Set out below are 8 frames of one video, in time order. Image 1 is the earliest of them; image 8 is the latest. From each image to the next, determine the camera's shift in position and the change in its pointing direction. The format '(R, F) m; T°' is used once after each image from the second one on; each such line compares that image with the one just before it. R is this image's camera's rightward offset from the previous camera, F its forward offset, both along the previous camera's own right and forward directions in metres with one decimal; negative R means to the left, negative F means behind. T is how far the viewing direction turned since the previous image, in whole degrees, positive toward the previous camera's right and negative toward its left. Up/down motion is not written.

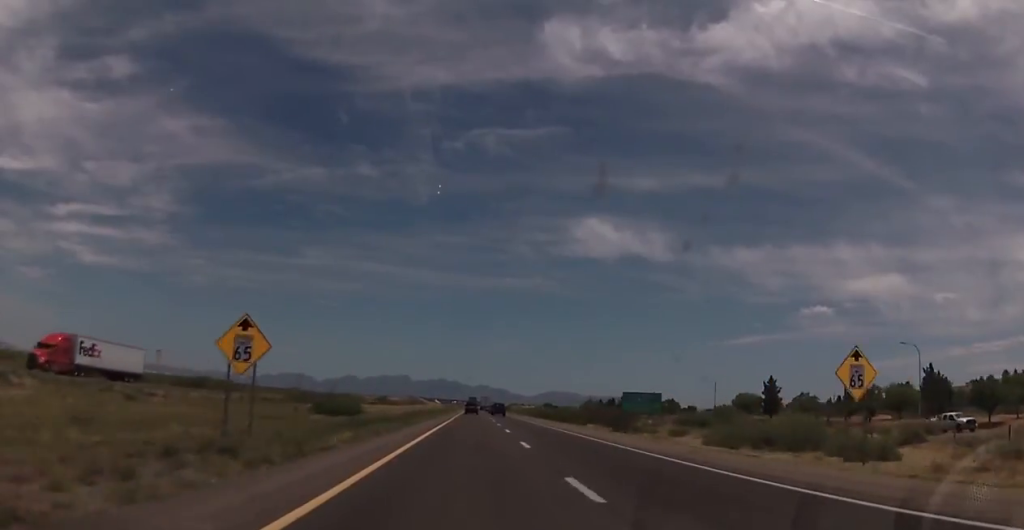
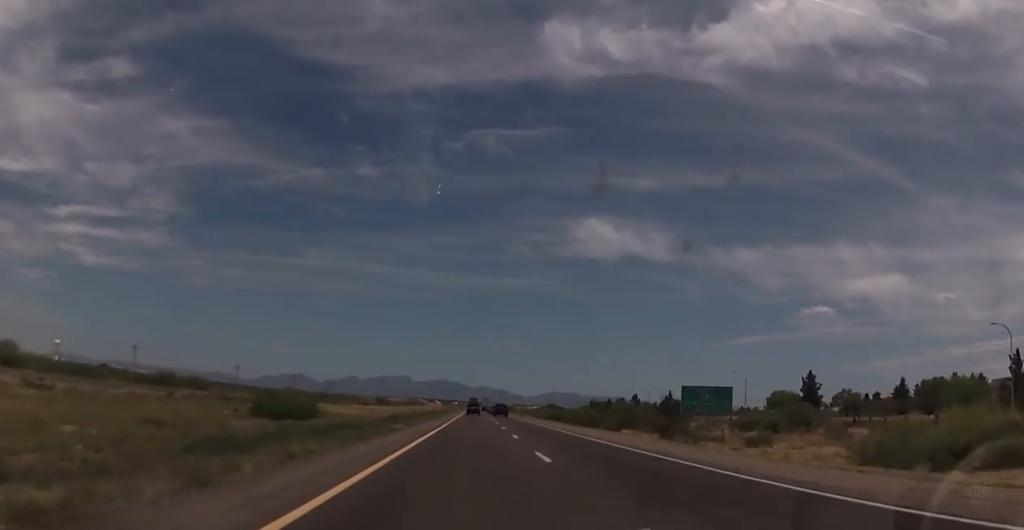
(0.0, +17.6) m; 0°
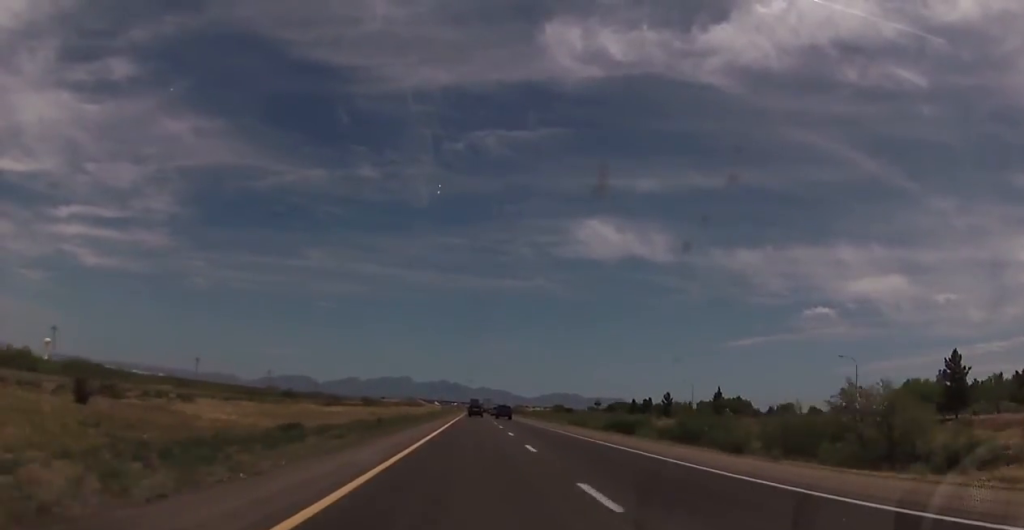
(-0.4, +44.2) m; -1°
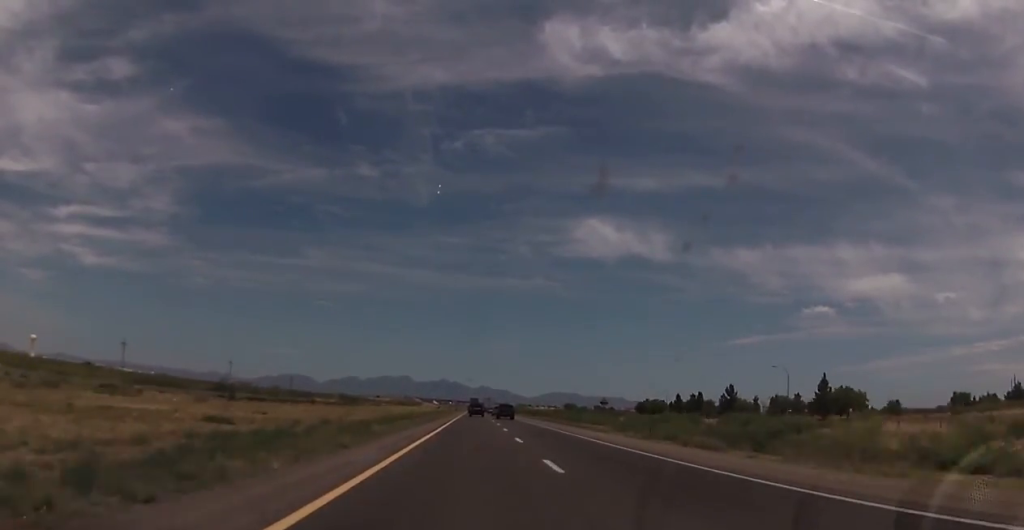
(+0.3, +55.9) m; +1°
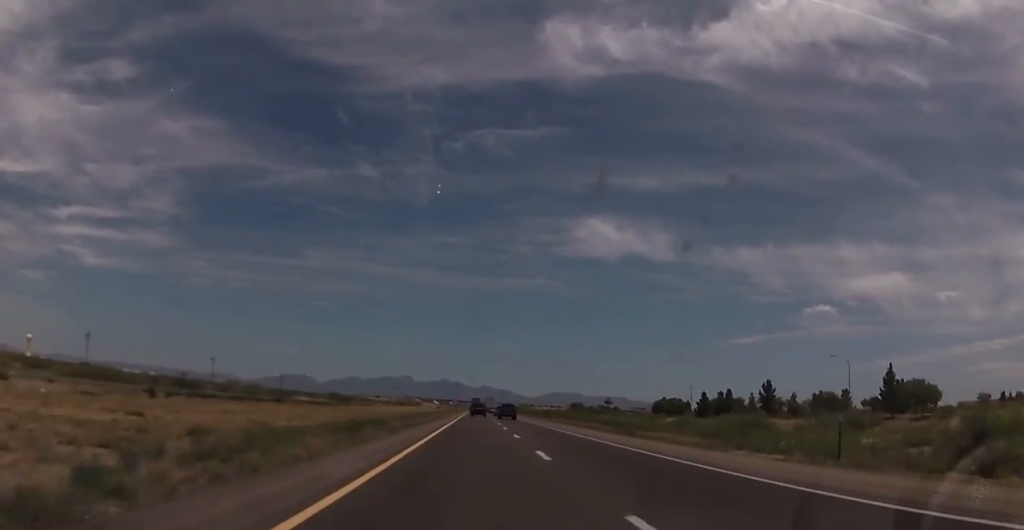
(0.0, +21.3) m; 0°
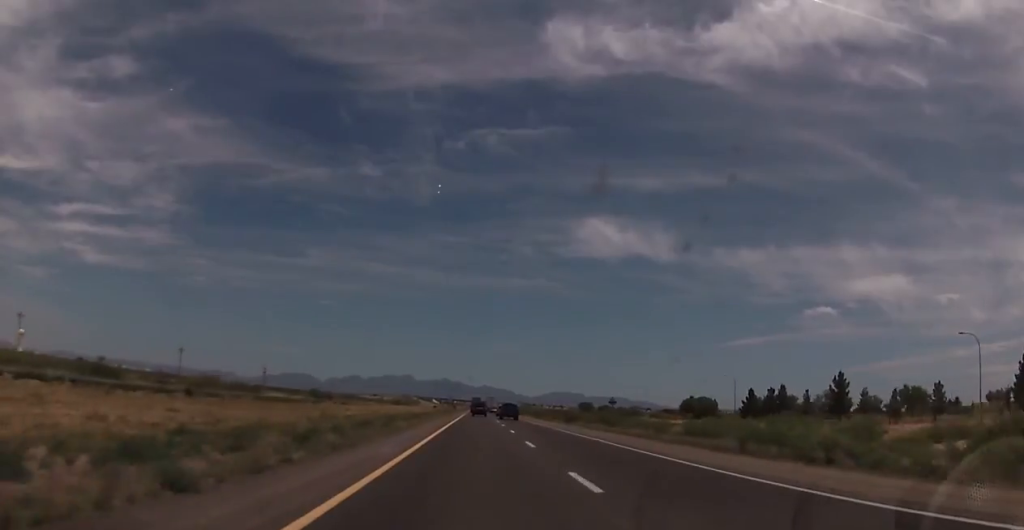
(0.0, +31.0) m; 0°
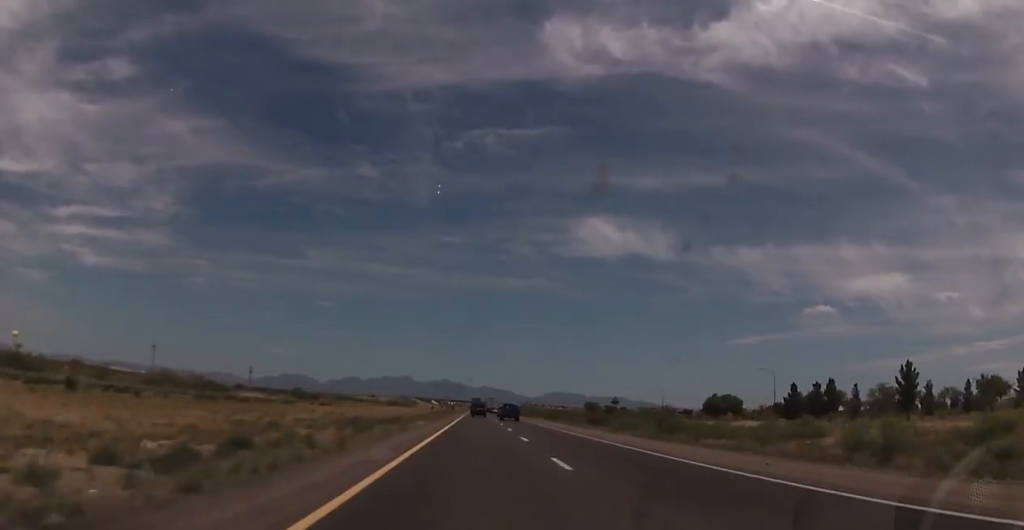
(0.0, +20.7) m; 0°
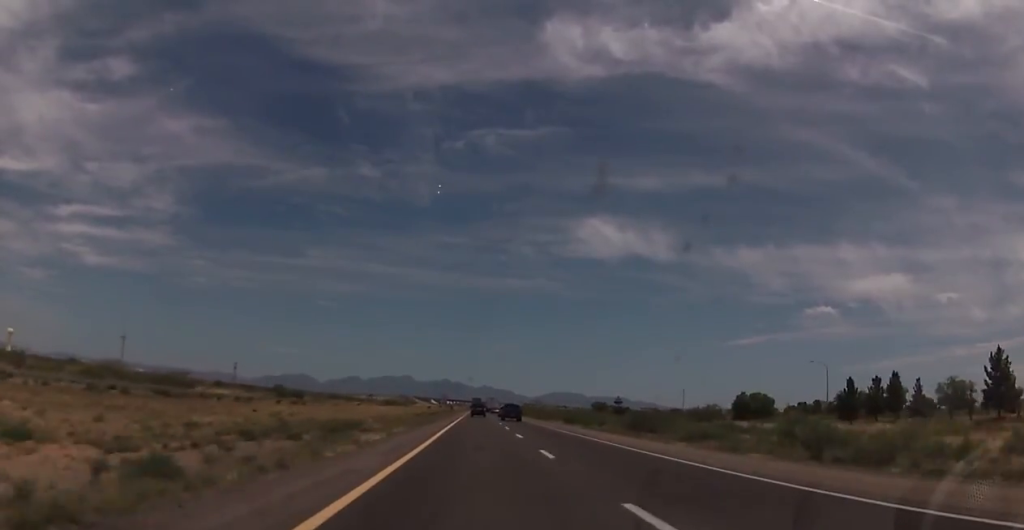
(0.0, +20.6) m; 0°
